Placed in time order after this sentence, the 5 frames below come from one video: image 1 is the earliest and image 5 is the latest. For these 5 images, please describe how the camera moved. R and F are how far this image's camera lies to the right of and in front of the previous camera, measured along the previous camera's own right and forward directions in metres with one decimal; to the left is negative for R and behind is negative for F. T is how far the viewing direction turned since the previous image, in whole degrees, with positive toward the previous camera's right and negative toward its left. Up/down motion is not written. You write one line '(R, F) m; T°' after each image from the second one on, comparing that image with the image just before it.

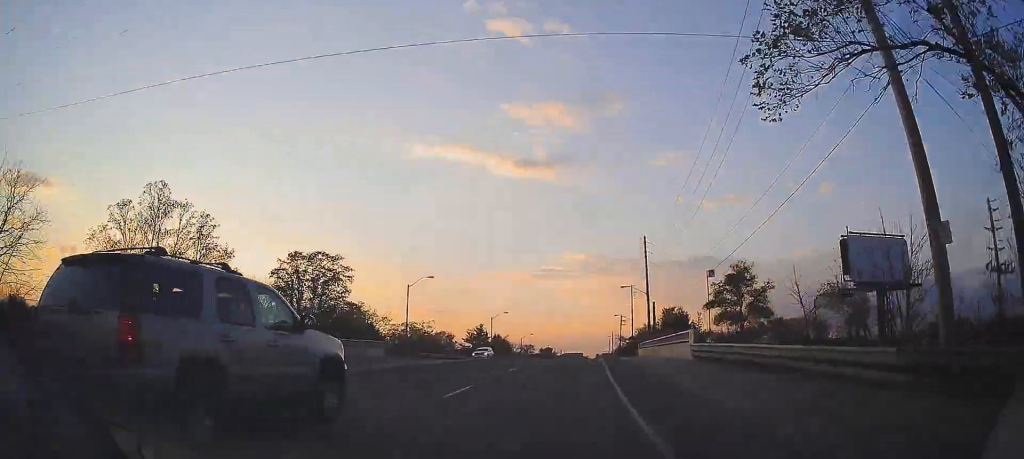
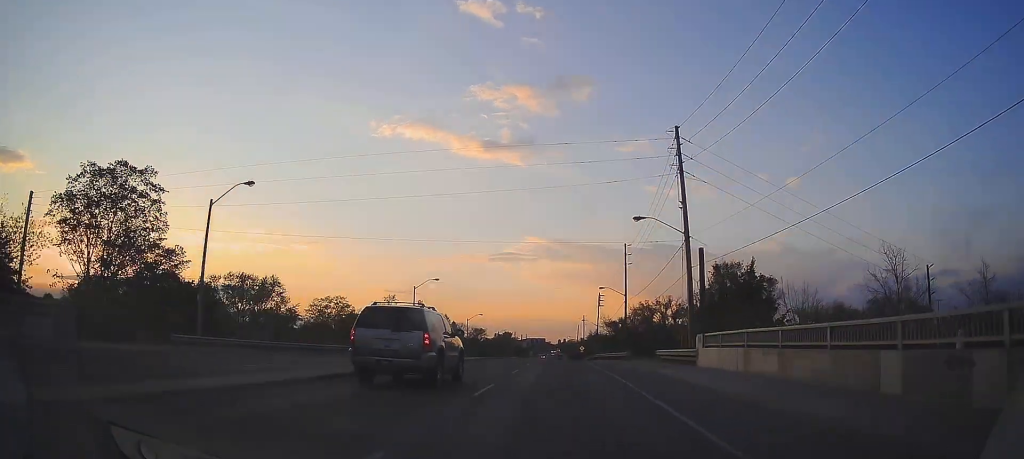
(+0.9, +37.1) m; +2°
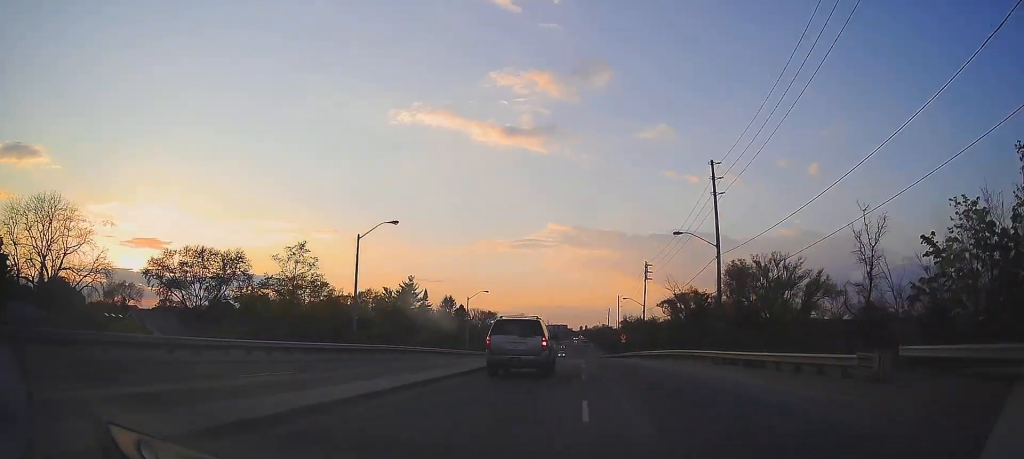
(-0.6, +31.3) m; -1°
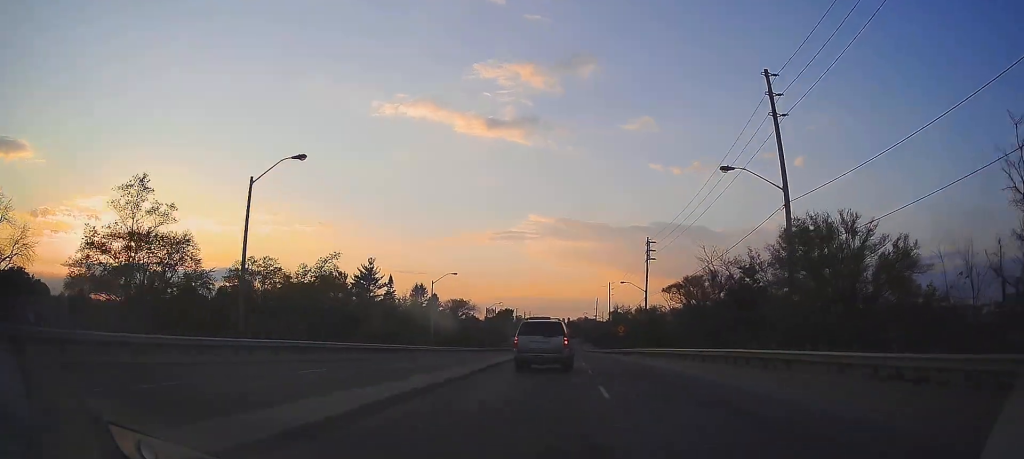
(+0.2, +14.9) m; +1°
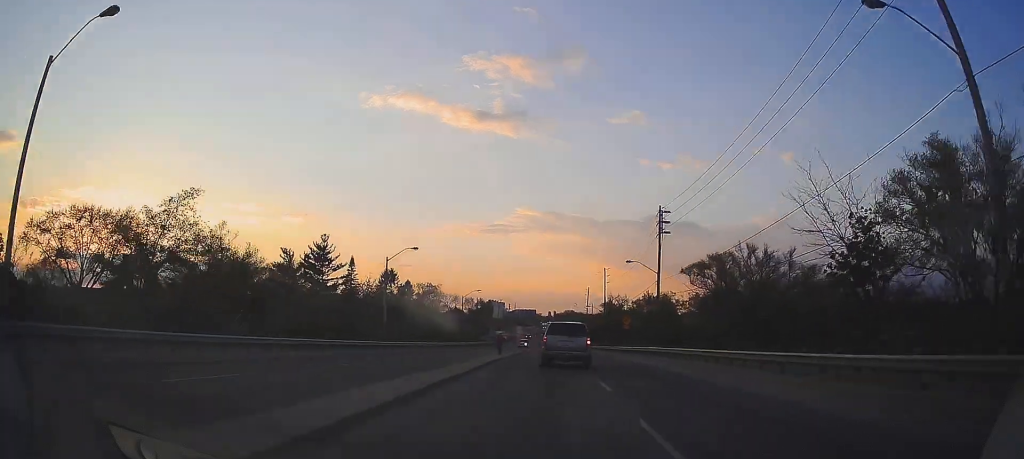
(+0.1, +15.5) m; 0°
